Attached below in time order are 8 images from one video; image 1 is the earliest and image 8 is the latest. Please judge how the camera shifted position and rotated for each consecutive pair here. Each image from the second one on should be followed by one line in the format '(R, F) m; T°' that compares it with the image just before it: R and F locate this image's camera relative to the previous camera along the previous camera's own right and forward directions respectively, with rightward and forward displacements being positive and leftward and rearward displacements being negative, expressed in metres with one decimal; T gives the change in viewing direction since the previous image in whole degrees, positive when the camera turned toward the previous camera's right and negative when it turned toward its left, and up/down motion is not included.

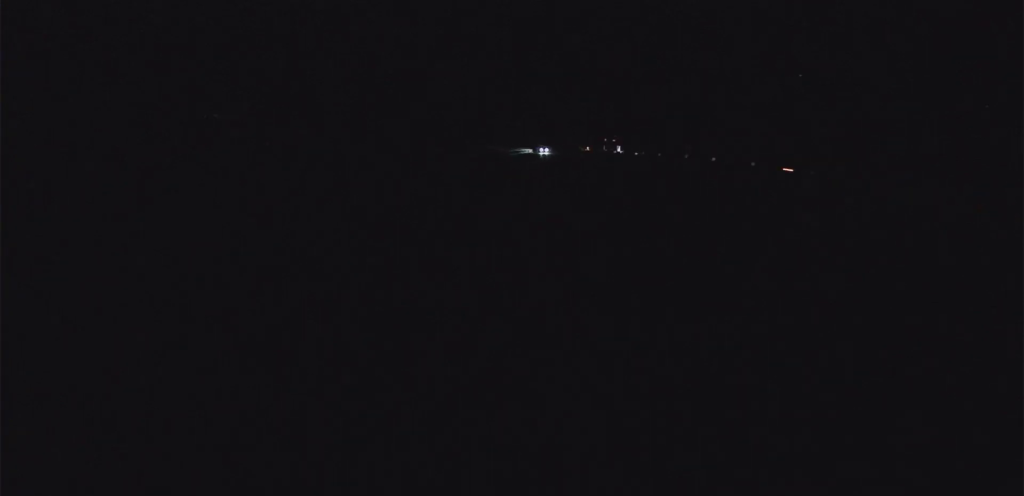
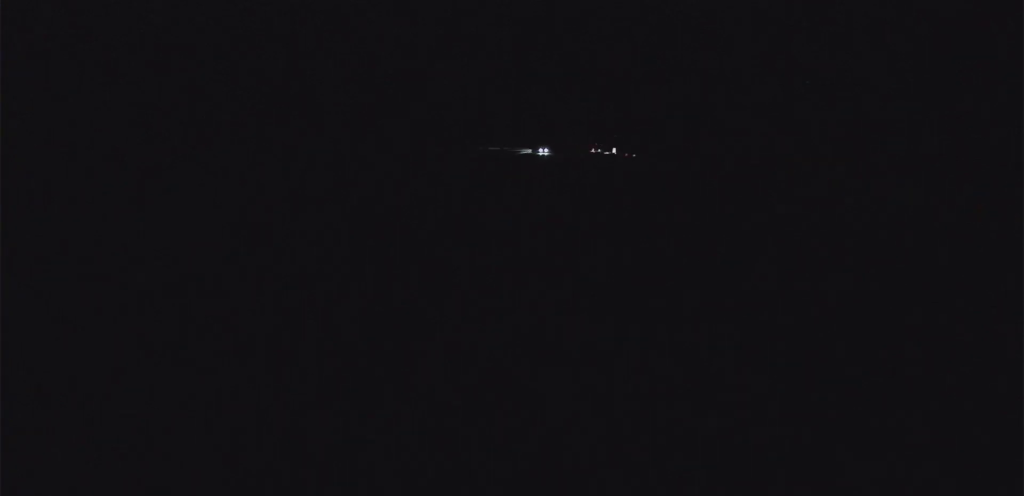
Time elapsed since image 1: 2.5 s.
(-0.7, +47.1) m; -2°
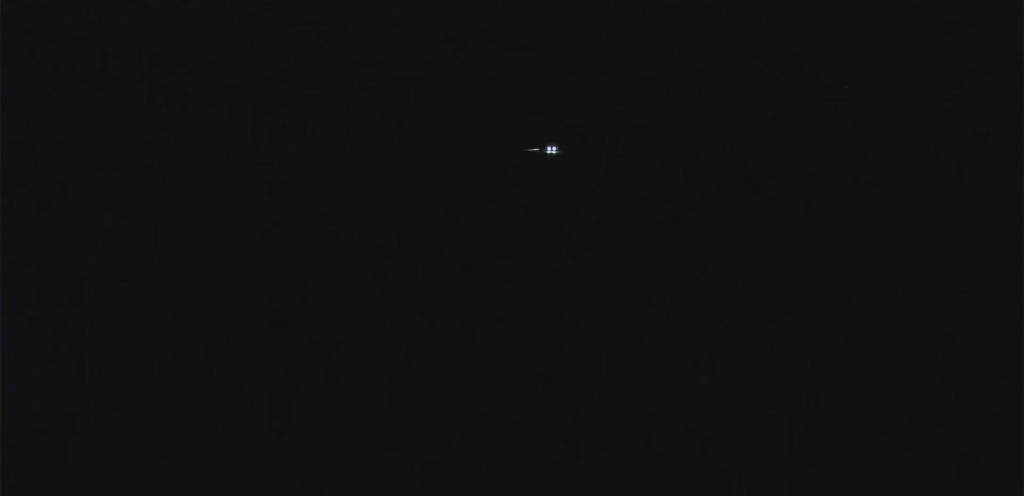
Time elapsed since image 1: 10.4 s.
(-6.6, +147.8) m; -5°
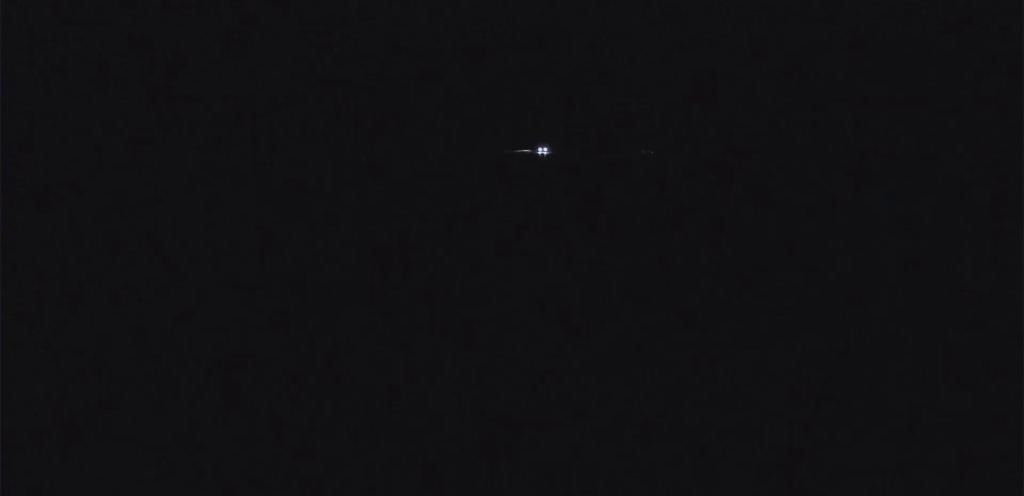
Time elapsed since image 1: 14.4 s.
(-2.3, +73.9) m; -3°
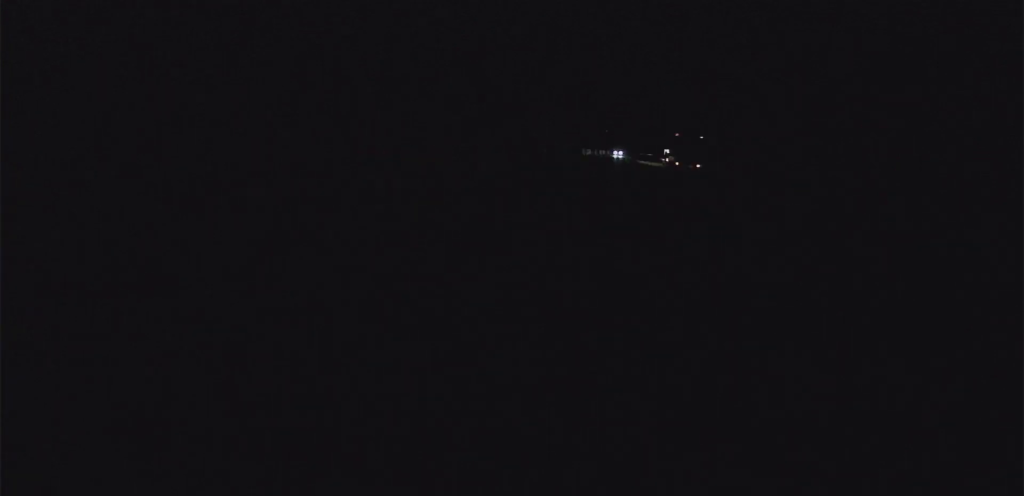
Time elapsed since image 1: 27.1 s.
(-29.3, +235.9) m; -13°
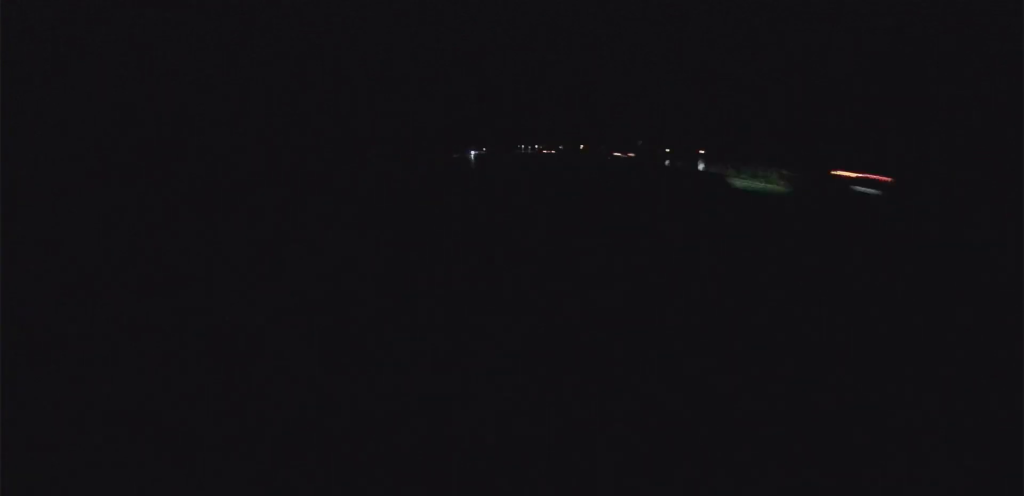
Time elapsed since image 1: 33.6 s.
(-1.6, +118.5) m; 0°
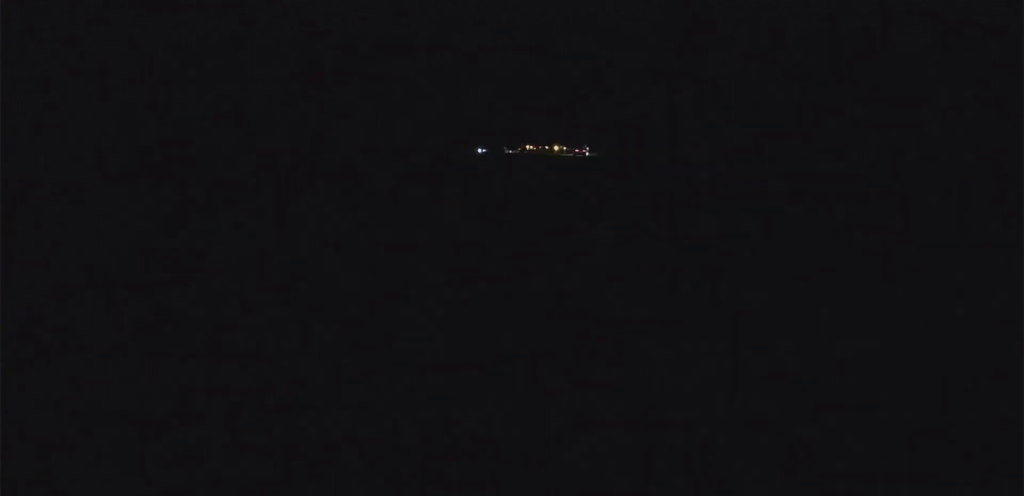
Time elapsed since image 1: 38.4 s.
(+0.9, +87.6) m; 0°
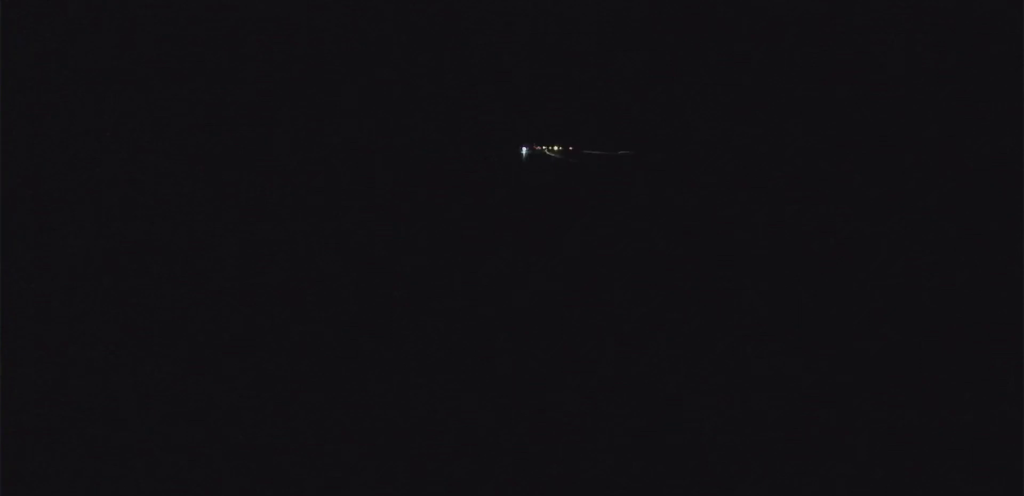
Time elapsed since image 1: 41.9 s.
(-0.3, +65.0) m; -1°
